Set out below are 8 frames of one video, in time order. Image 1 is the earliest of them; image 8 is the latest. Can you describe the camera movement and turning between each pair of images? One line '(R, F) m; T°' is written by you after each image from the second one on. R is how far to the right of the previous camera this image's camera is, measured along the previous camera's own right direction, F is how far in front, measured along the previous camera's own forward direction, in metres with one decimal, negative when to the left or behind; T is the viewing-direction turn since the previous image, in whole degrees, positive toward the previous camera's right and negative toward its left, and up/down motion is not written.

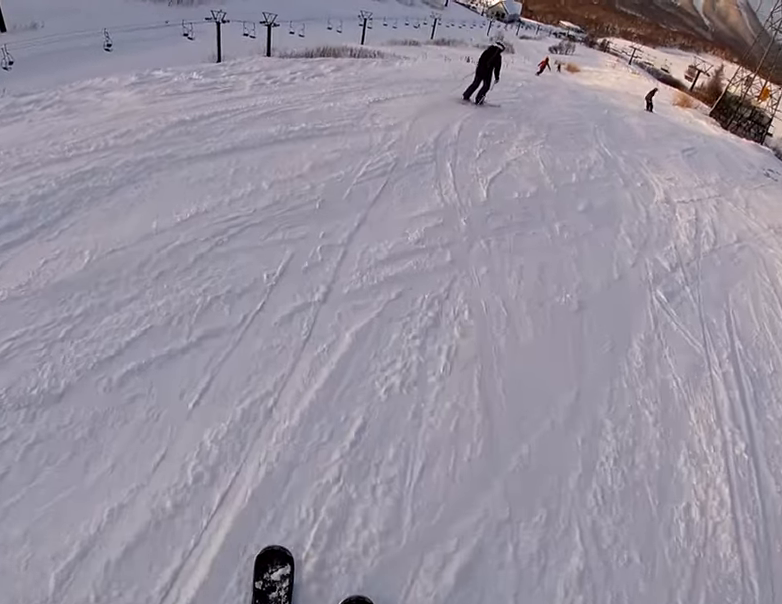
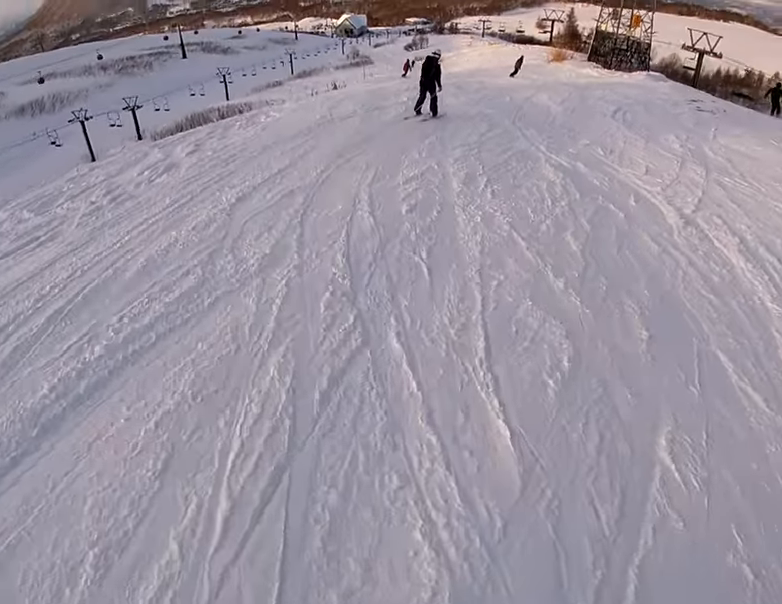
(-0.5, +3.3) m; +6°
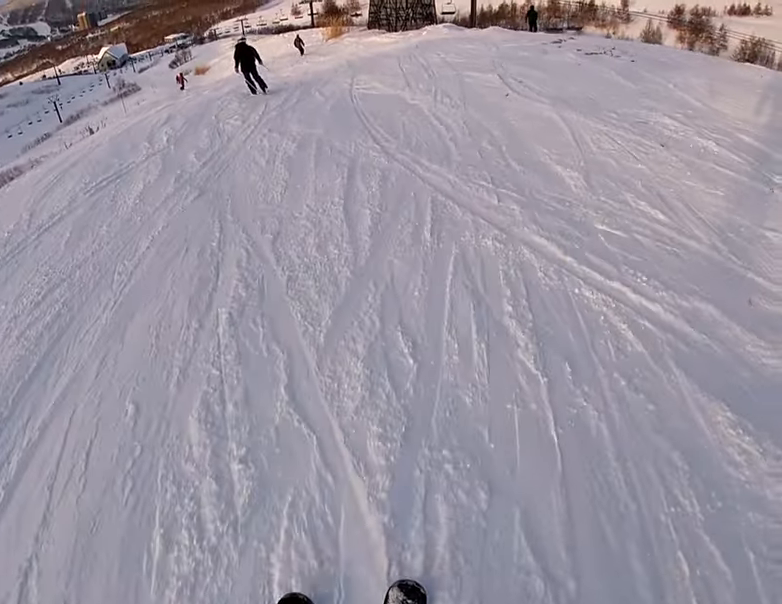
(+1.9, +6.4) m; +22°
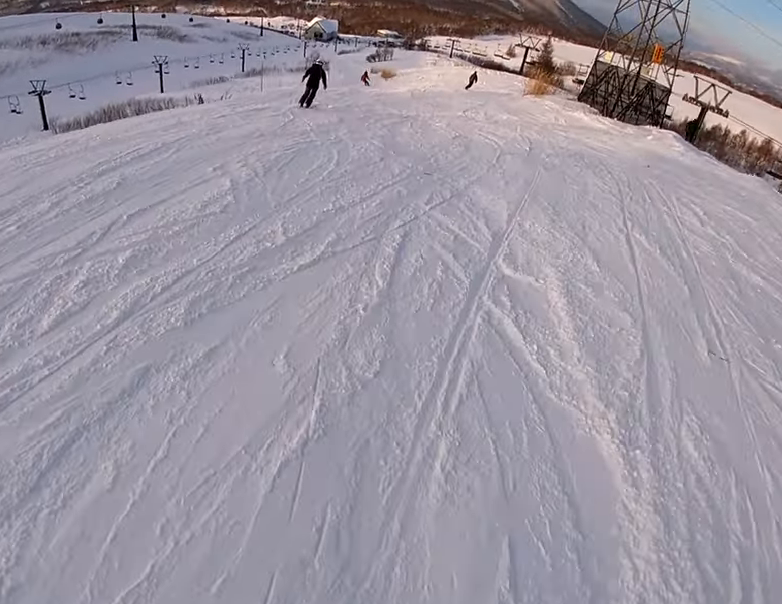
(-0.5, +7.8) m; -19°
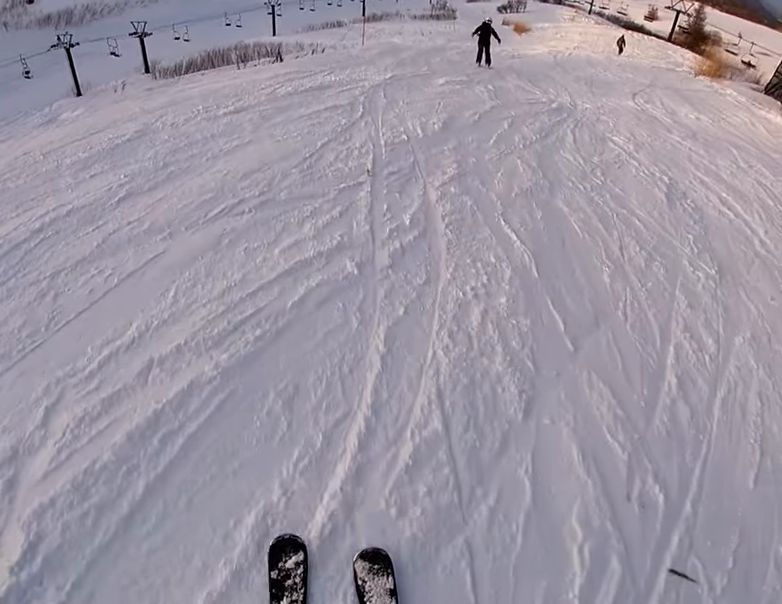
(-1.1, +6.2) m; -6°
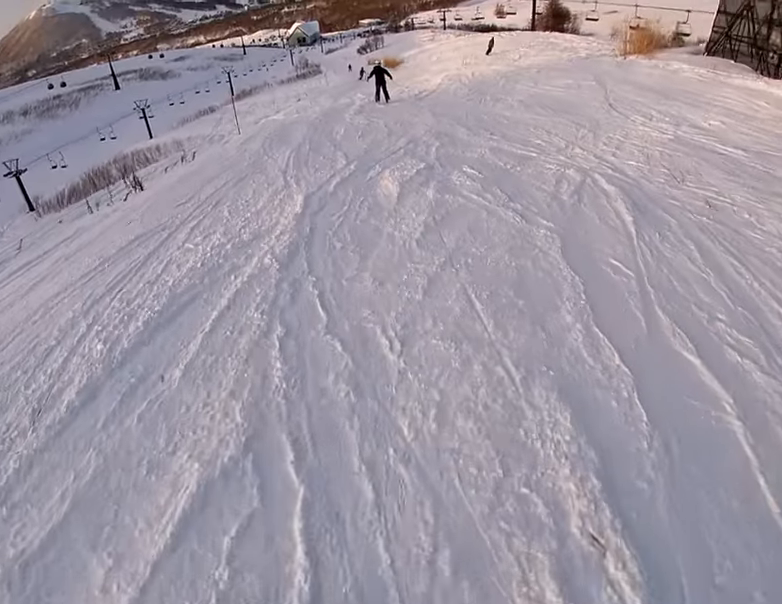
(+0.4, +6.0) m; +14°
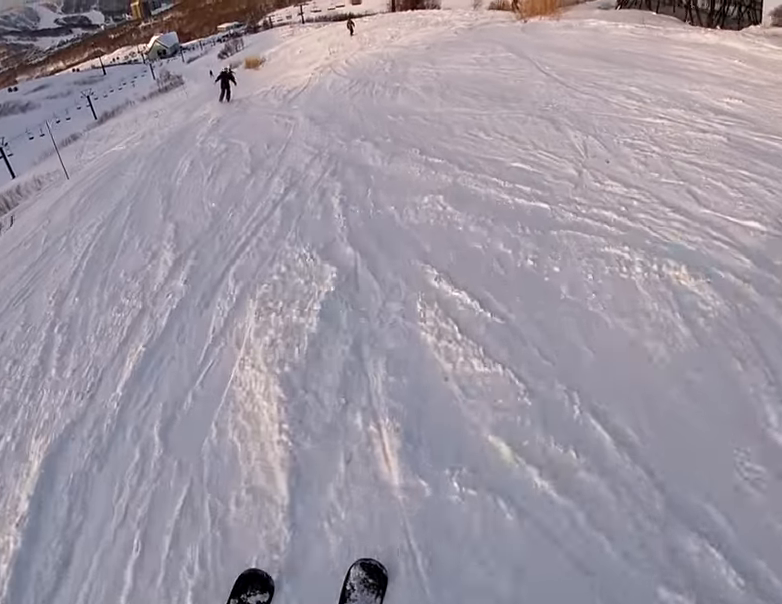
(+0.3, +4.3) m; +9°
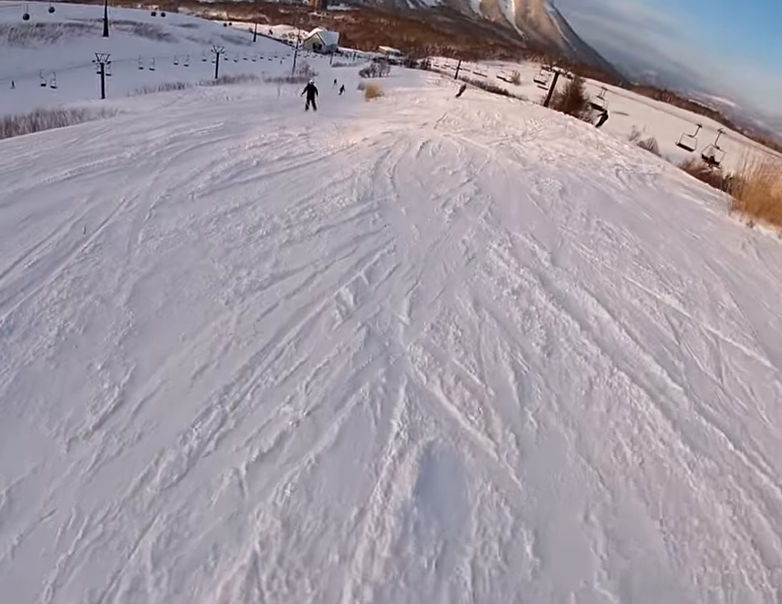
(-0.7, +9.3) m; -19°
